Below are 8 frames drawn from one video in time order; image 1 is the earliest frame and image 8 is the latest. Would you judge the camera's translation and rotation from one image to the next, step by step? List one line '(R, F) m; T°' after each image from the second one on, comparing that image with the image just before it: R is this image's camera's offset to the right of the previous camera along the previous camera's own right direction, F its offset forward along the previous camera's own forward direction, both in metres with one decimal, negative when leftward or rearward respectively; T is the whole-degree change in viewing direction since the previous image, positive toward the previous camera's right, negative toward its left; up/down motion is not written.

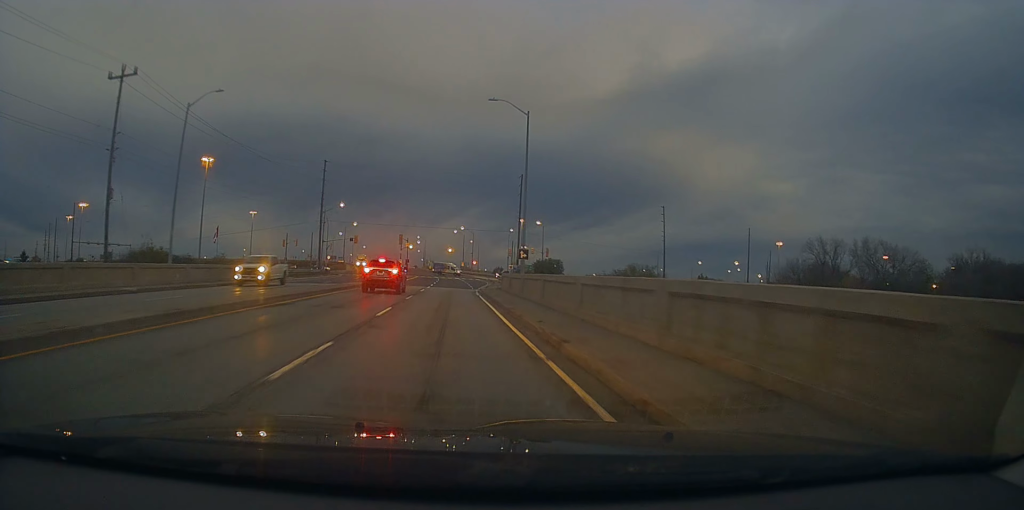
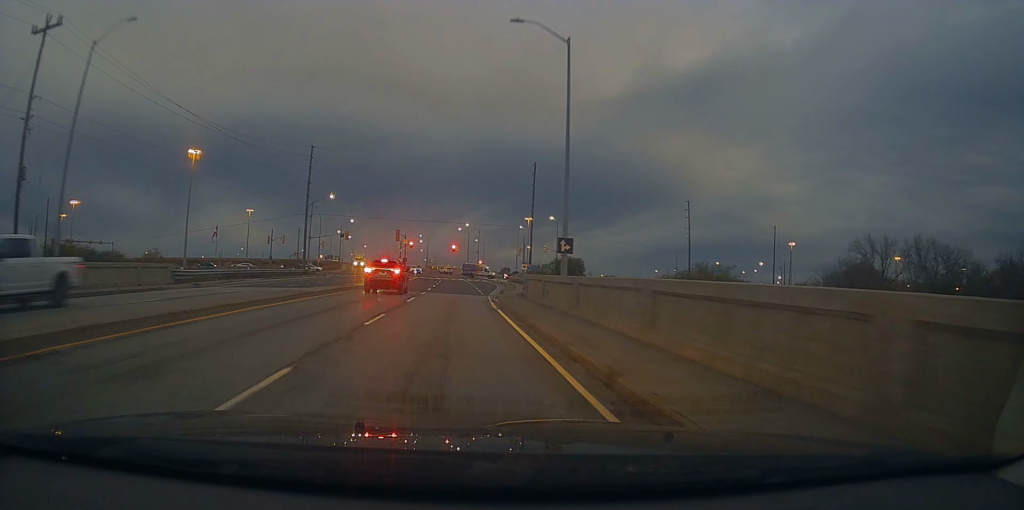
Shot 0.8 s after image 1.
(+0.2, +11.4) m; 0°
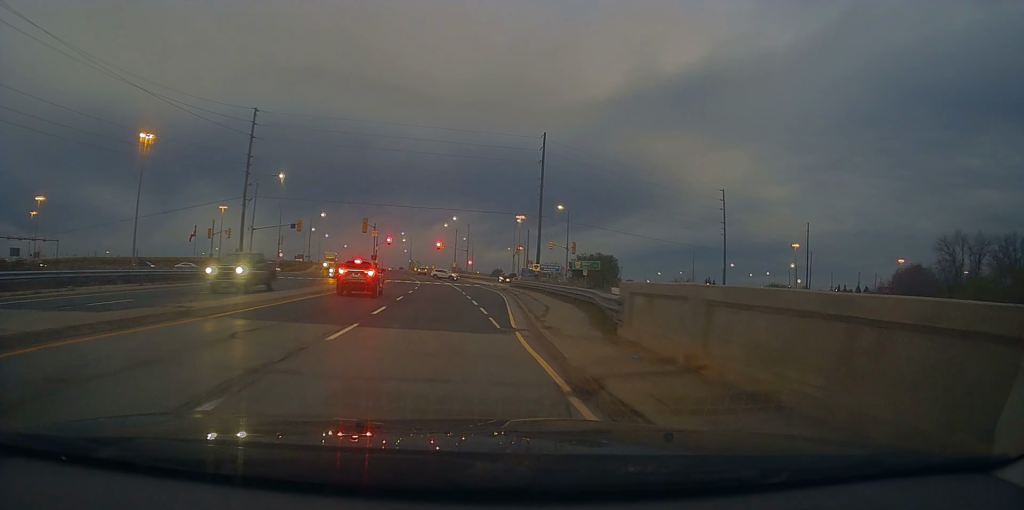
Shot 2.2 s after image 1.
(-0.8, +20.0) m; -2°
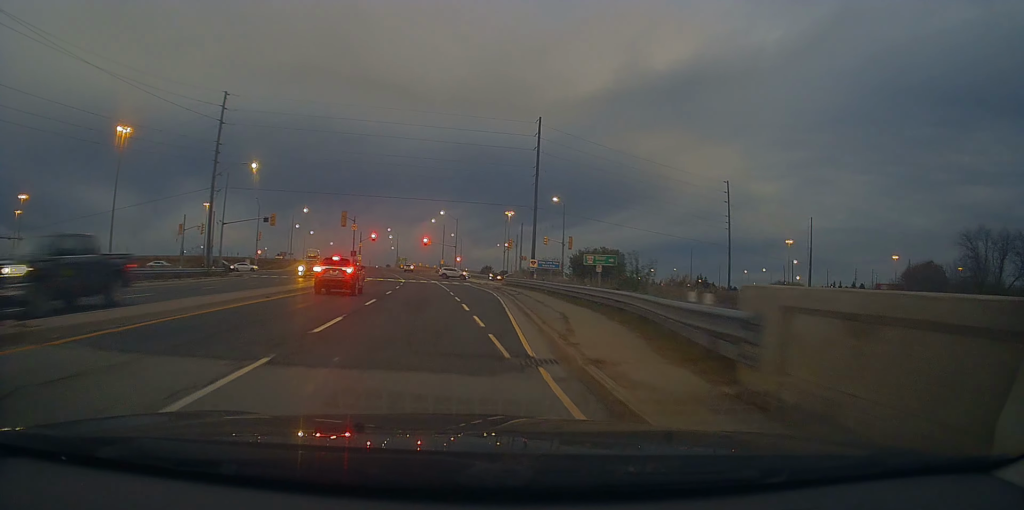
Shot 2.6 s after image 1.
(0.0, +5.6) m; +1°
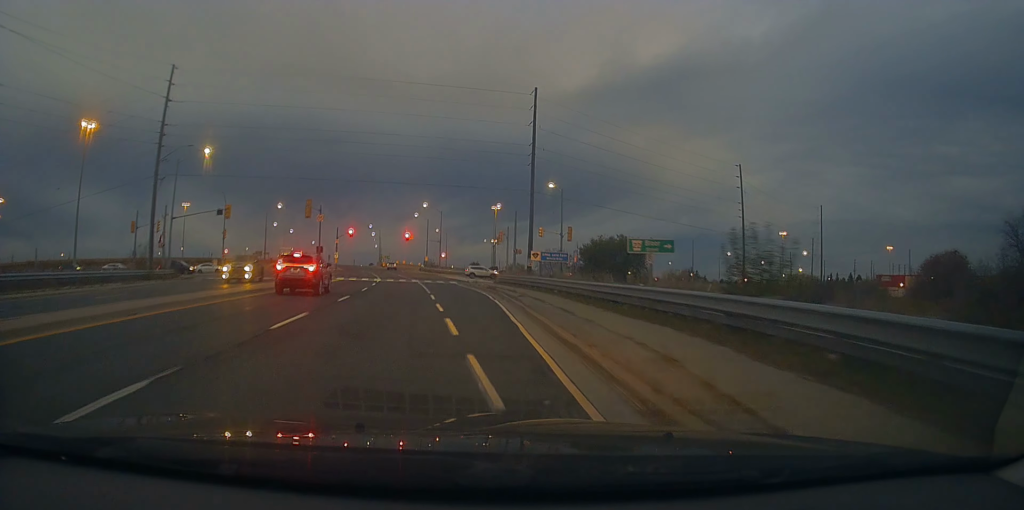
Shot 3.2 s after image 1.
(+0.3, +8.6) m; +3°
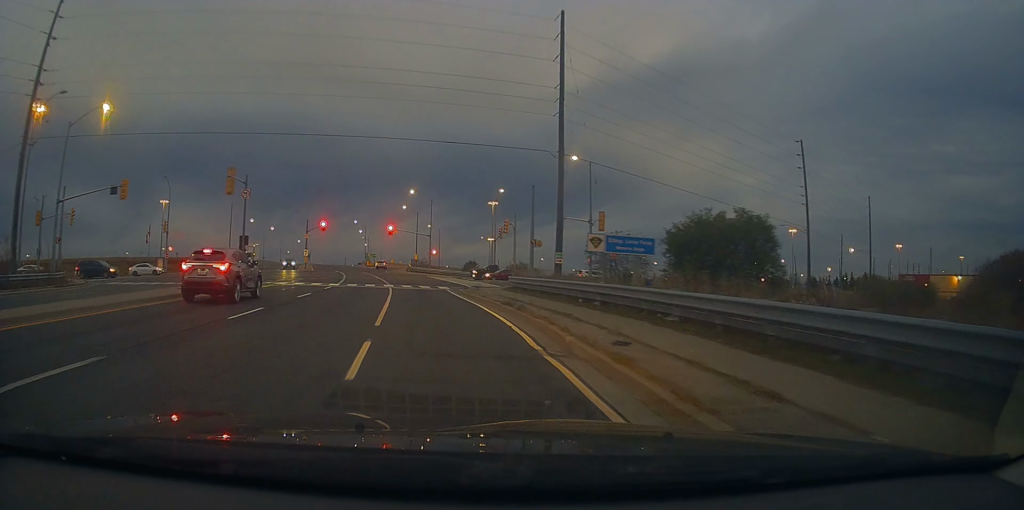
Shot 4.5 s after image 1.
(+0.7, +17.4) m; 0°
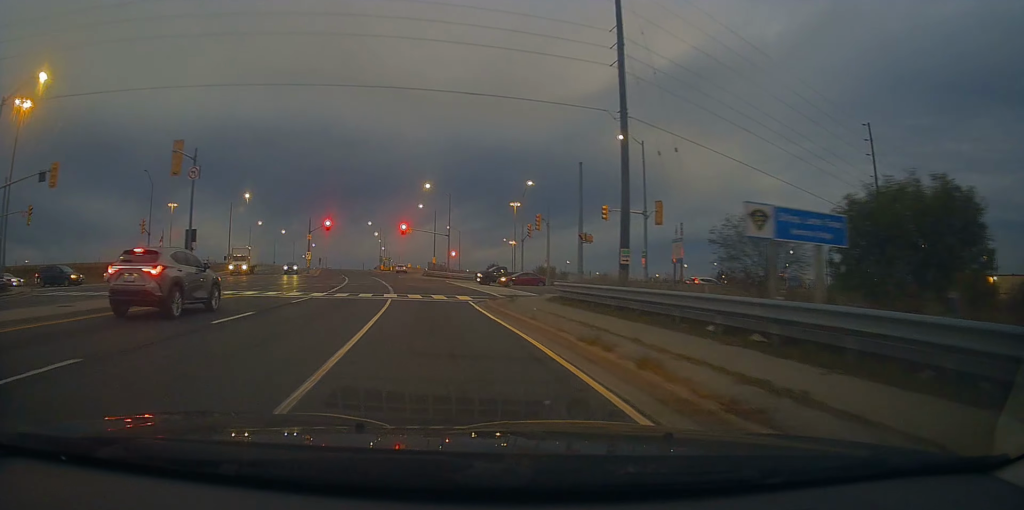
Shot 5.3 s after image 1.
(-0.5, +9.9) m; -1°
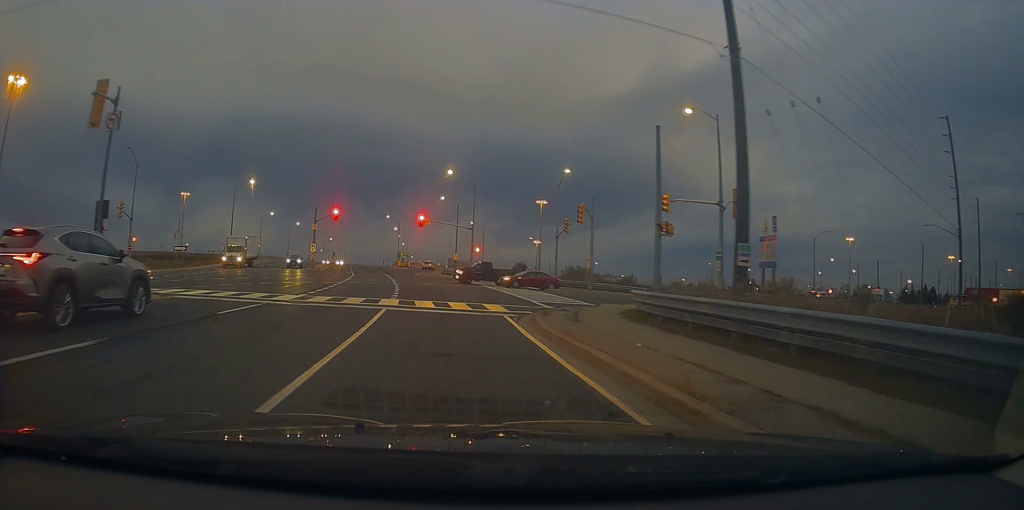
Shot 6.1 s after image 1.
(+0.2, +9.3) m; 0°
